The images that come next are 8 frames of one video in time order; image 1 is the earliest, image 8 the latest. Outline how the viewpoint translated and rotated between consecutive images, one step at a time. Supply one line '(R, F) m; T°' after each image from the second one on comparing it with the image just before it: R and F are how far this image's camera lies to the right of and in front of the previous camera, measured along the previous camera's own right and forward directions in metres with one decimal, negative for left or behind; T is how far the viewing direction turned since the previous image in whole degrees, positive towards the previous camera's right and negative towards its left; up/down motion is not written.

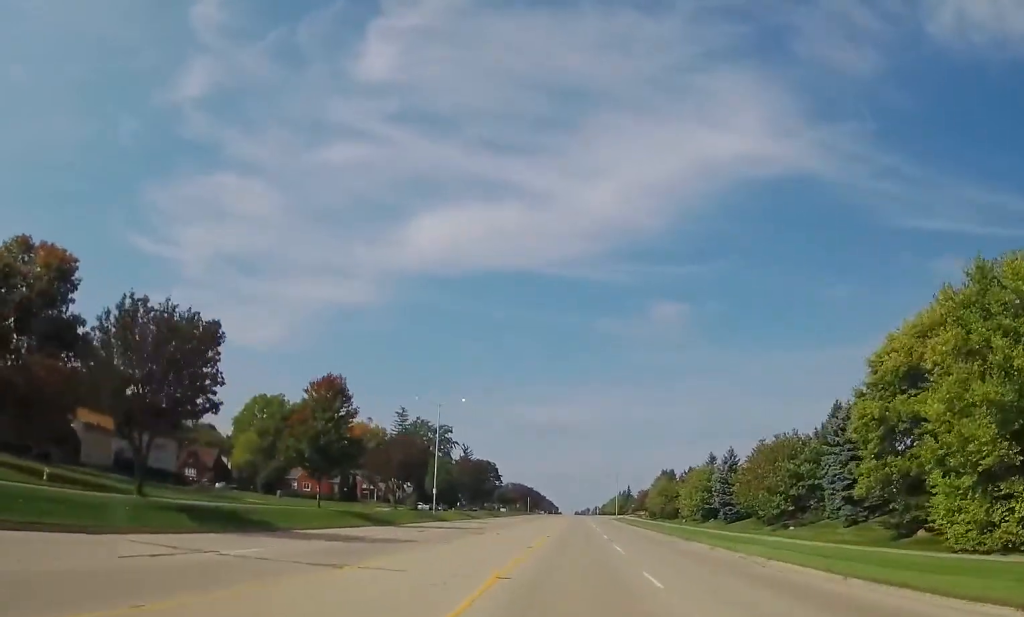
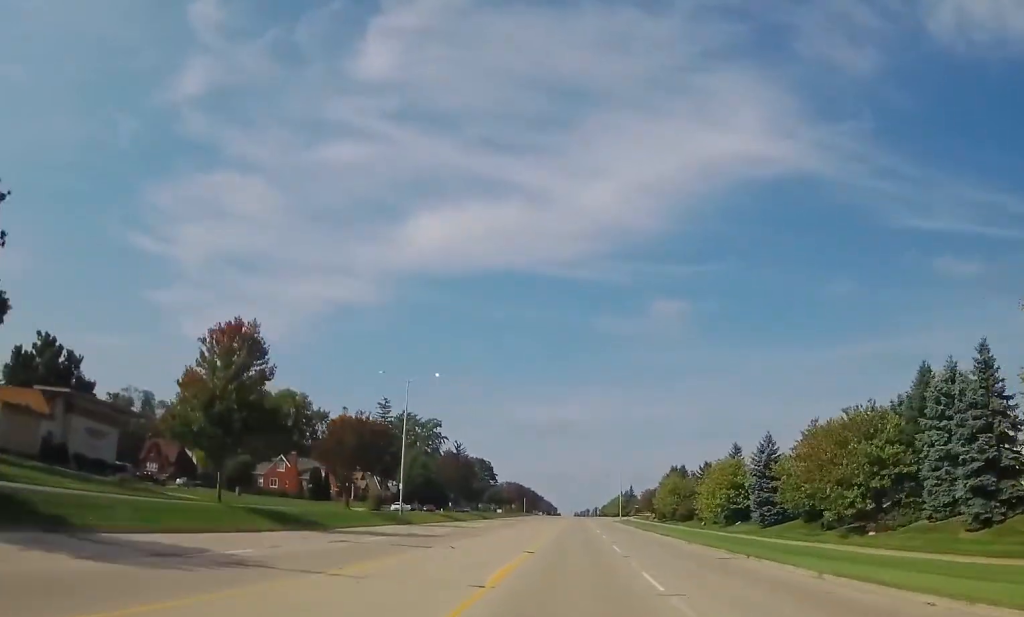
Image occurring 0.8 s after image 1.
(-0.4, +14.5) m; 0°
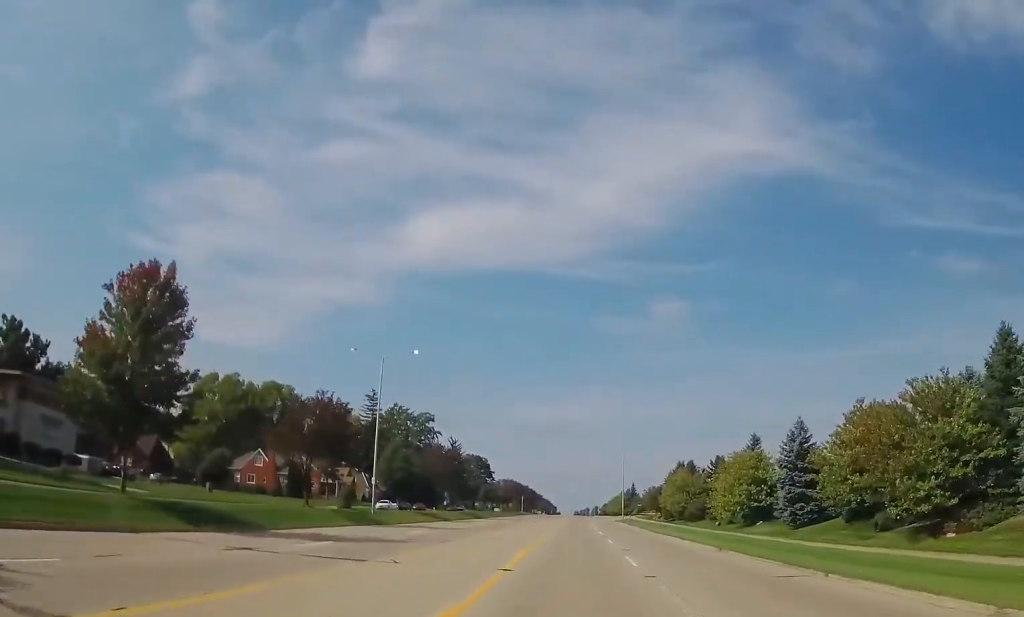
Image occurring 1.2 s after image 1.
(+0.1, +8.5) m; +1°
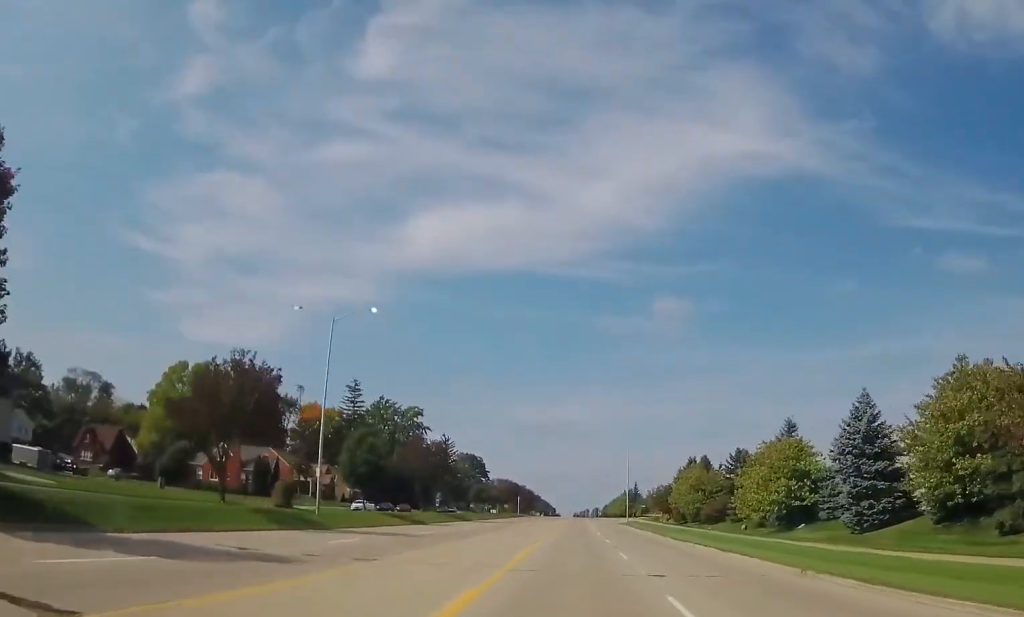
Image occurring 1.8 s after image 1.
(+0.2, +11.8) m; +1°
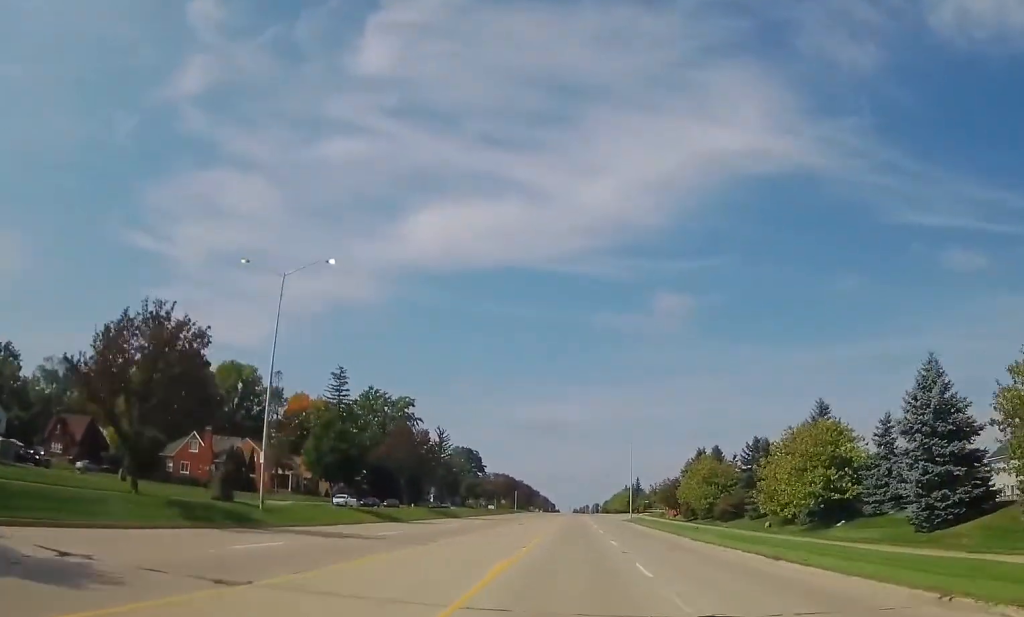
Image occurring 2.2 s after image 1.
(0.0, +7.9) m; 0°
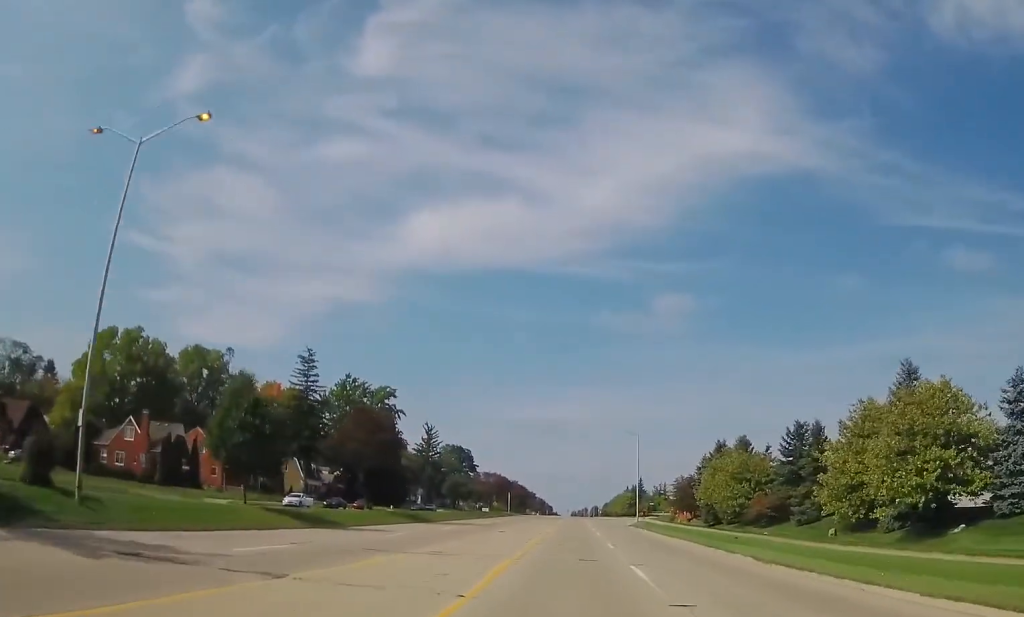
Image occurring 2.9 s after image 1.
(0.0, +14.3) m; 0°
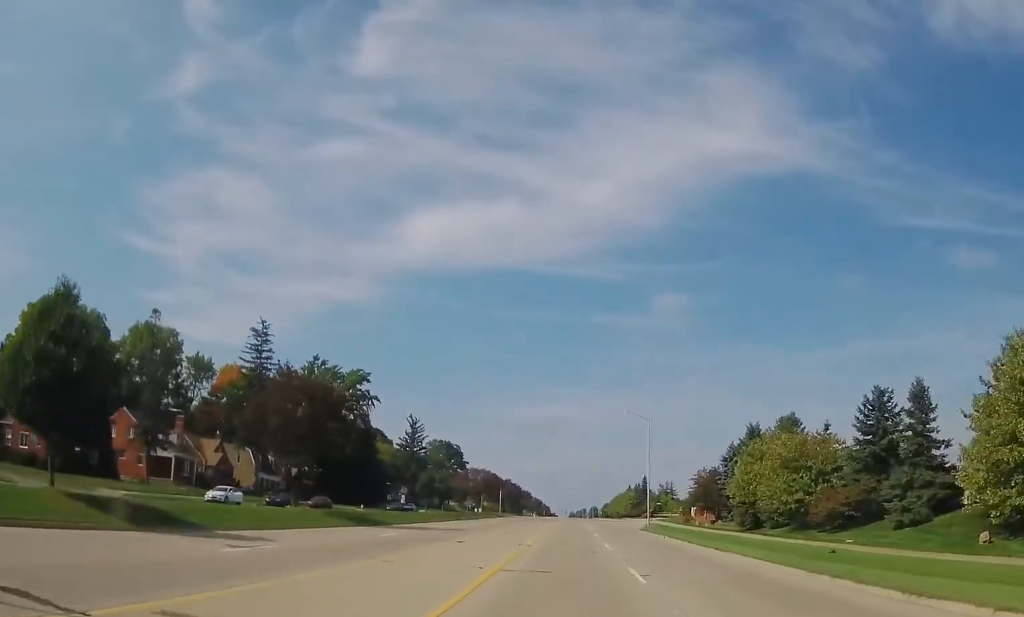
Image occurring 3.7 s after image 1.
(0.0, +16.3) m; 0°
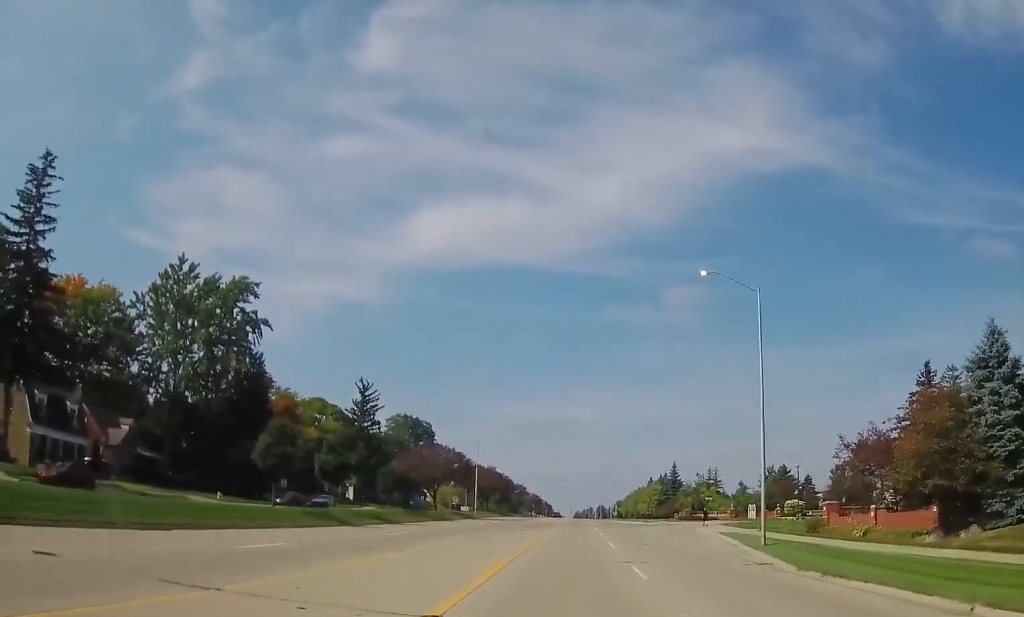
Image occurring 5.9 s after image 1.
(0.0, +46.0) m; -1°
